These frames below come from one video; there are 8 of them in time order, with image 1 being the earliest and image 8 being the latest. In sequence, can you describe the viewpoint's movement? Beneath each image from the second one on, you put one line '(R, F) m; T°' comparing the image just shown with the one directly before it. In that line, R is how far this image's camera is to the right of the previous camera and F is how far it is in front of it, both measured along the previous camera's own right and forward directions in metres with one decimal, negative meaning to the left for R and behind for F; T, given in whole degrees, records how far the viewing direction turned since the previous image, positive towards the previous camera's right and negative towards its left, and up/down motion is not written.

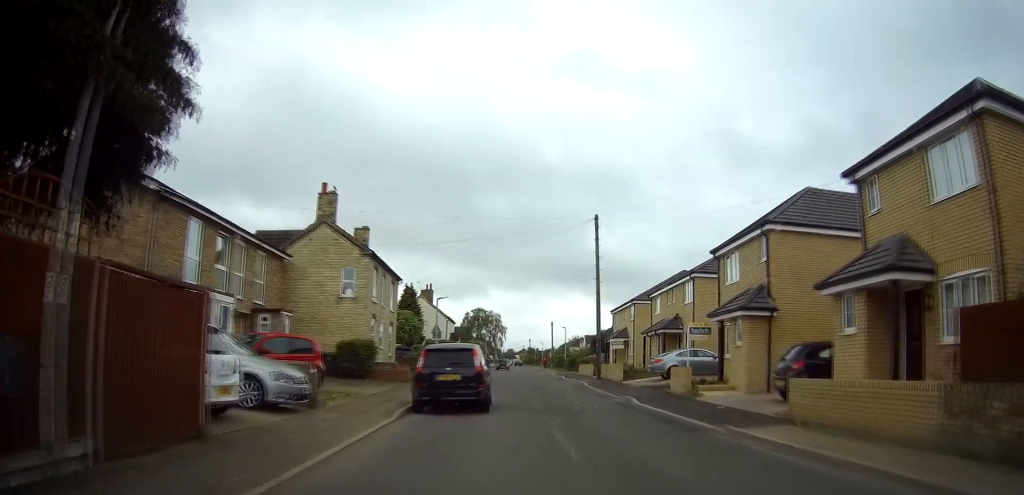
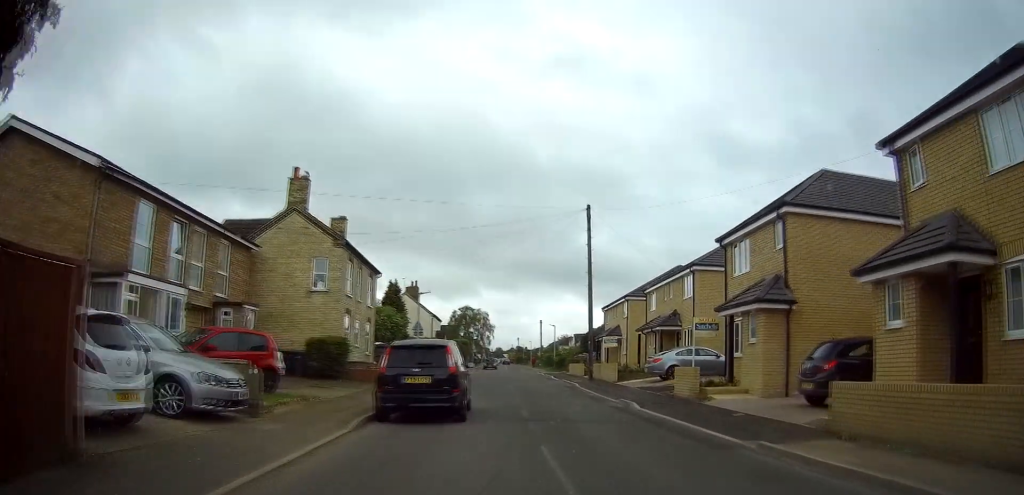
(0.0, +2.4) m; 0°
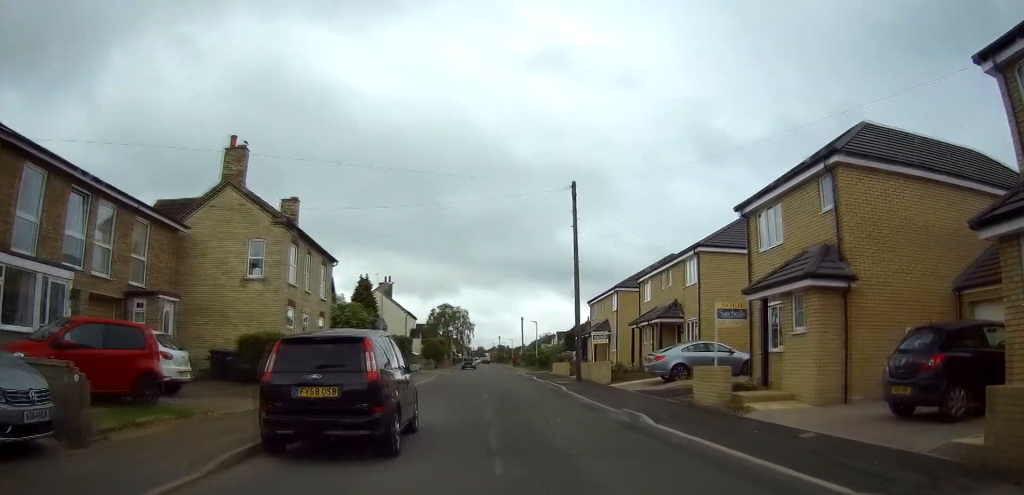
(0.0, +4.7) m; 0°
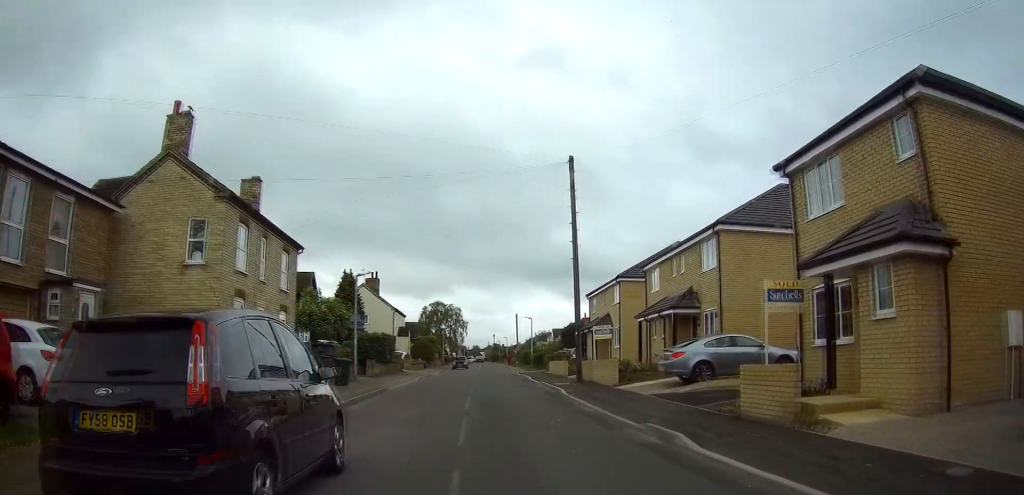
(0.0, +4.1) m; 0°
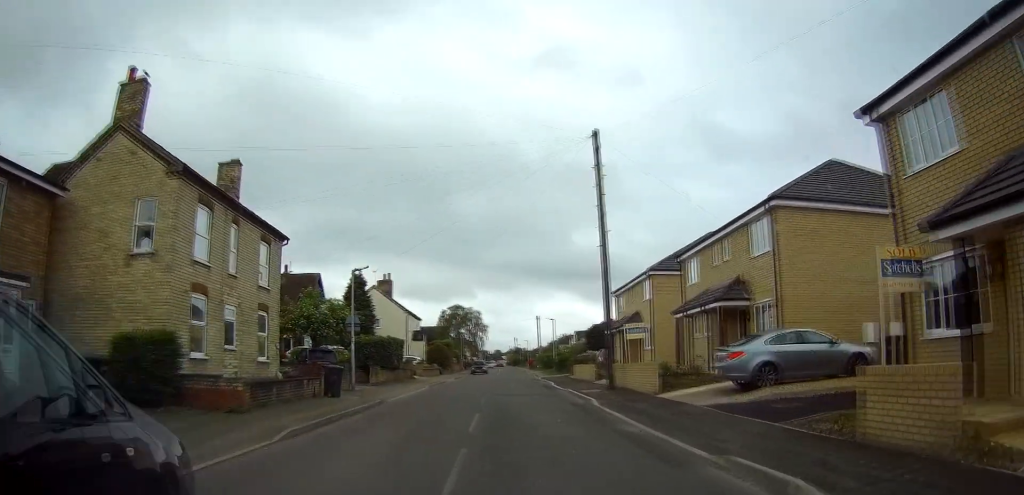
(0.0, +3.9) m; 0°
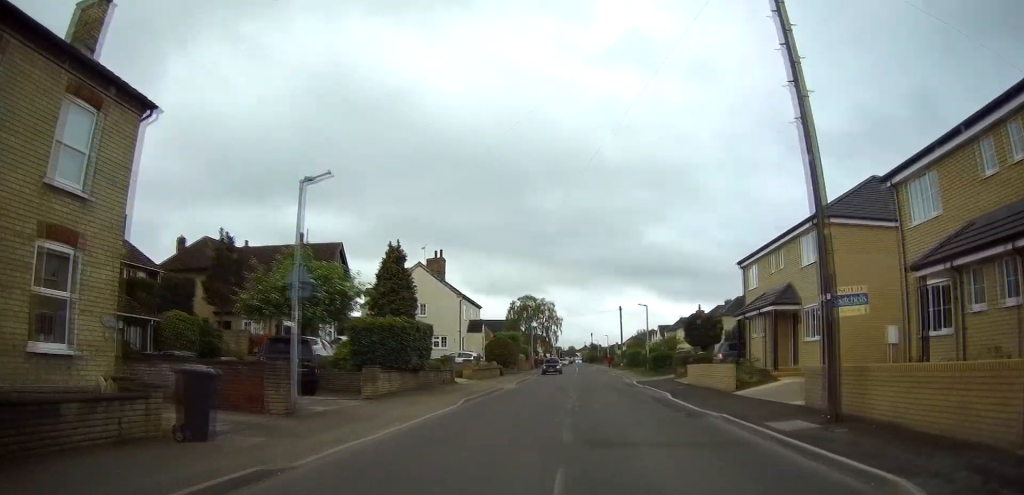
(-0.5, +13.4) m; -7°
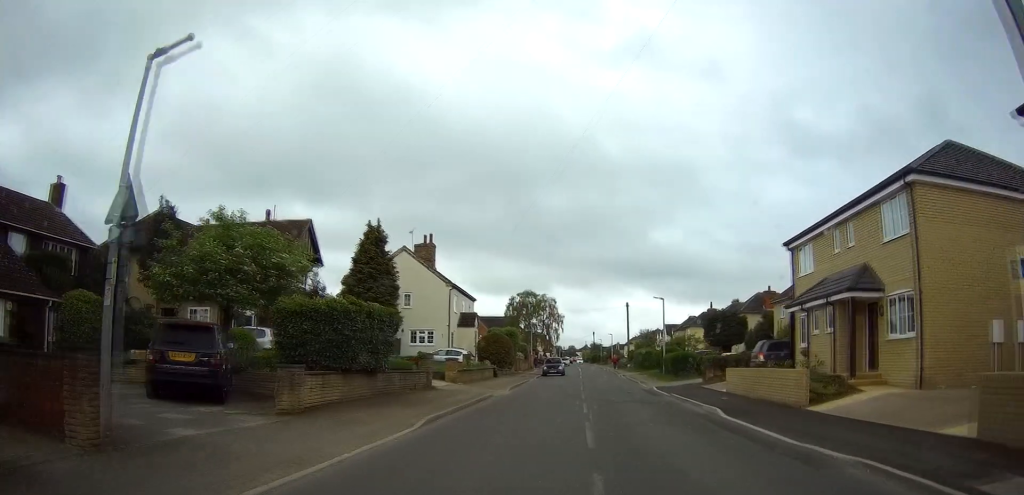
(-0.3, +6.2) m; -1°
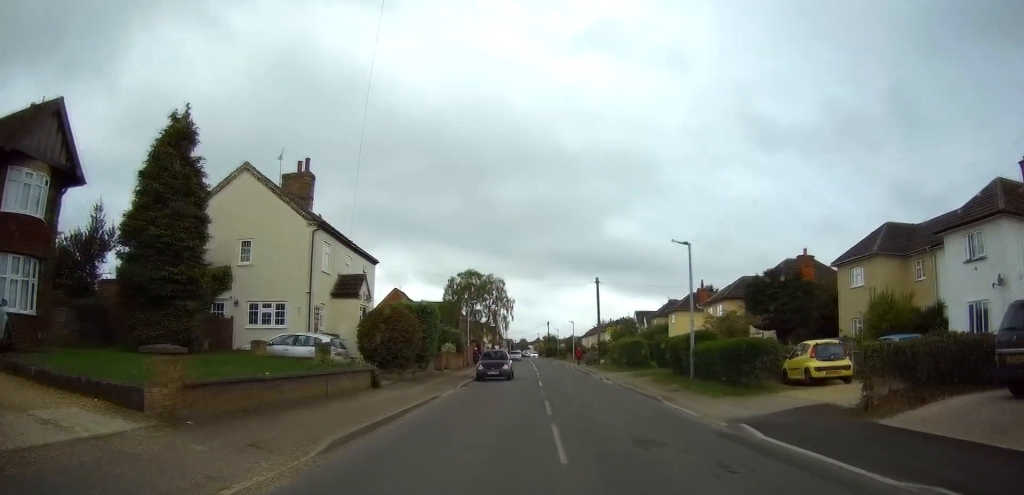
(+0.9, +18.9) m; +3°
